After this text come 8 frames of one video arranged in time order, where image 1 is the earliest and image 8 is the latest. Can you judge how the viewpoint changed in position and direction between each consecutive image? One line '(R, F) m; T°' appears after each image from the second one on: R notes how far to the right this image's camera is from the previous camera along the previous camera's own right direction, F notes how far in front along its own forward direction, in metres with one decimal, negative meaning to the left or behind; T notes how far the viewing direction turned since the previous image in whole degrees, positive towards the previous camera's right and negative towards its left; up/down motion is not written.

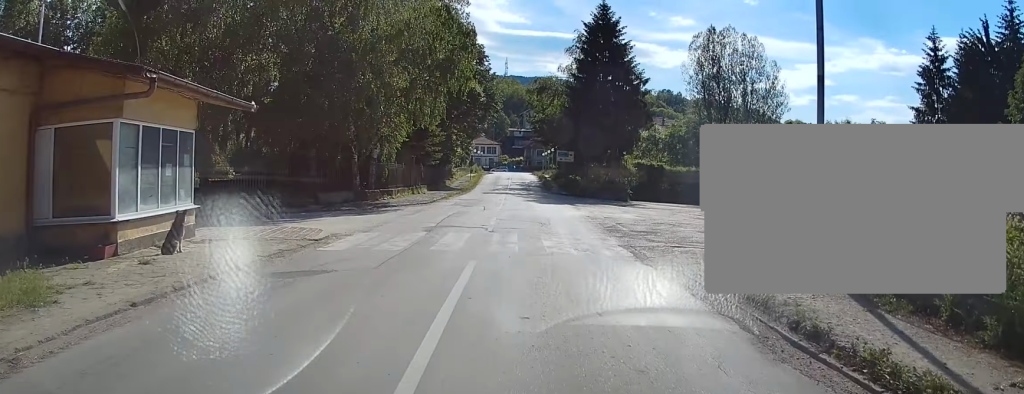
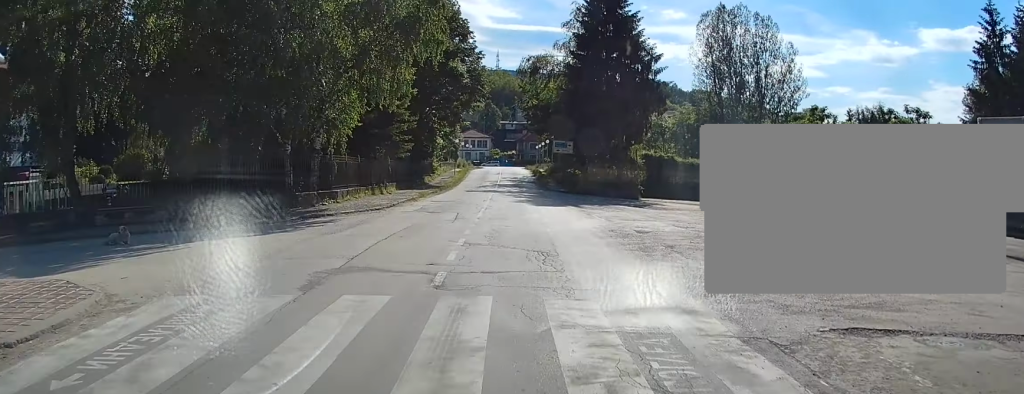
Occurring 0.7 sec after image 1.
(0.0, +9.1) m; 0°
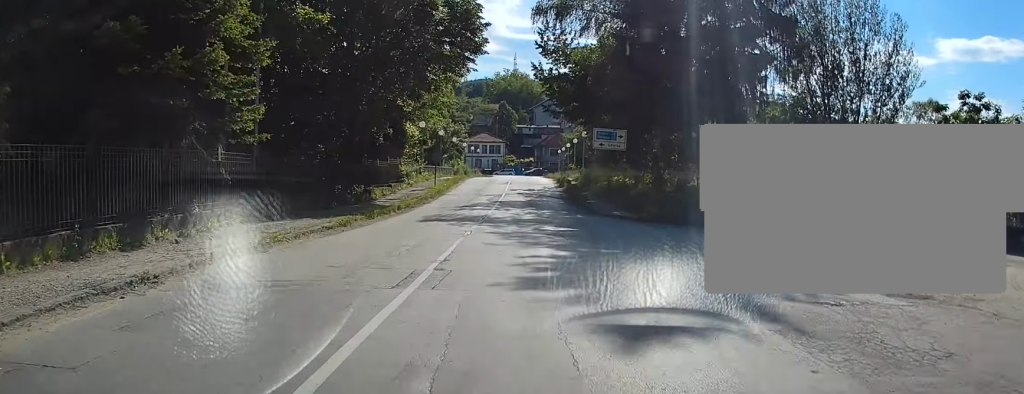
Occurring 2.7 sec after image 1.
(-0.1, +23.2) m; -1°
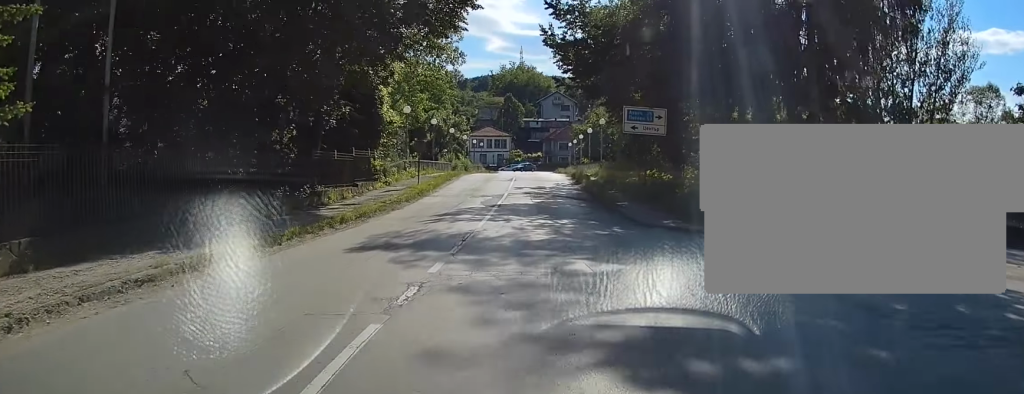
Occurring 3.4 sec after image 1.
(0.0, +8.7) m; -2°
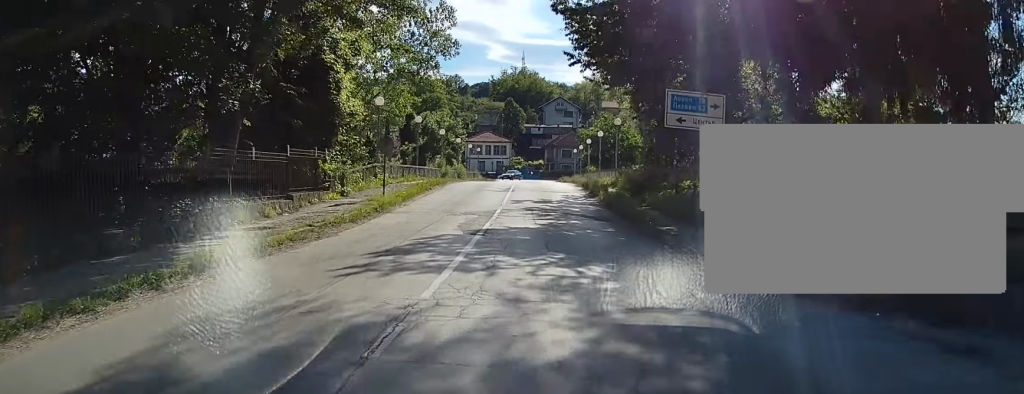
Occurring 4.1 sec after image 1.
(-0.2, +7.8) m; -1°
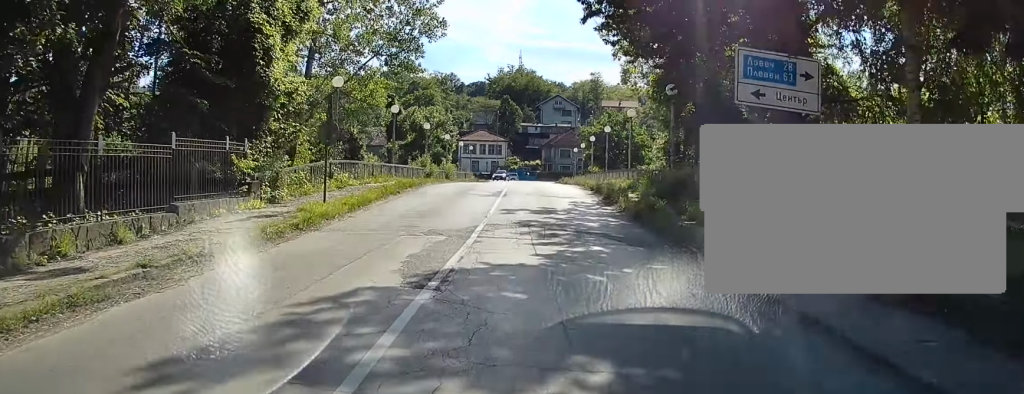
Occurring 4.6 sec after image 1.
(-0.2, +6.6) m; 0°
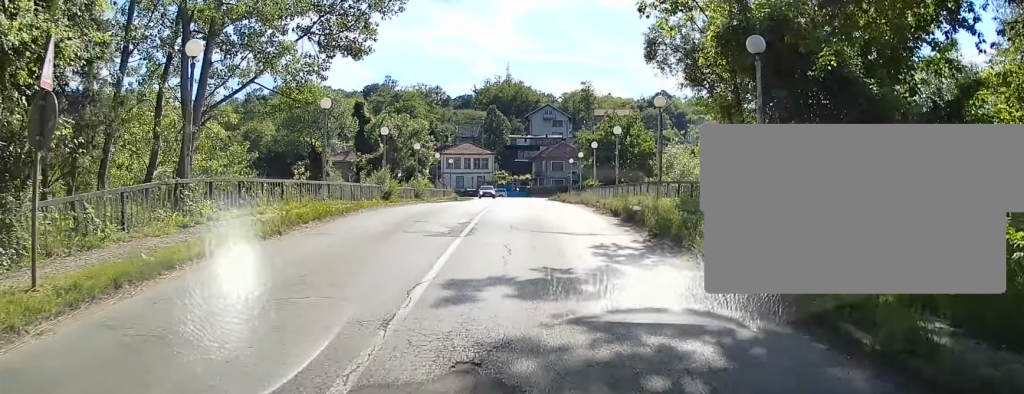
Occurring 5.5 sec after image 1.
(+0.4, +10.3) m; 0°
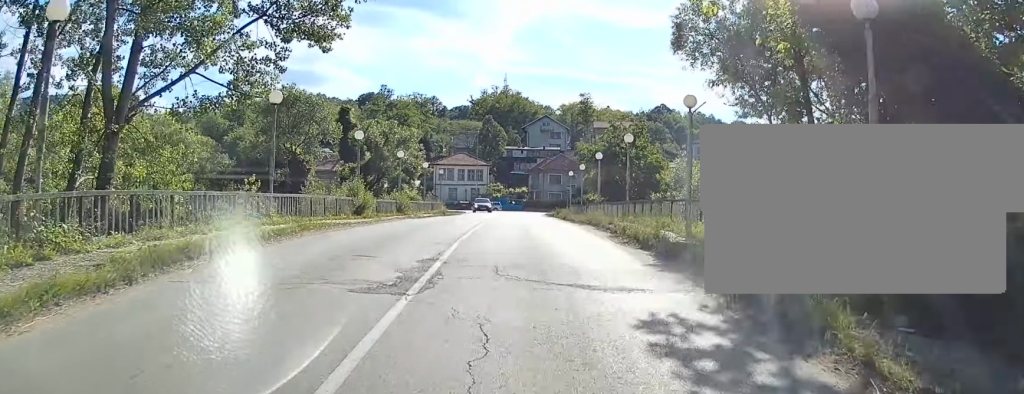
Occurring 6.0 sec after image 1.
(-0.1, +4.9) m; 0°
